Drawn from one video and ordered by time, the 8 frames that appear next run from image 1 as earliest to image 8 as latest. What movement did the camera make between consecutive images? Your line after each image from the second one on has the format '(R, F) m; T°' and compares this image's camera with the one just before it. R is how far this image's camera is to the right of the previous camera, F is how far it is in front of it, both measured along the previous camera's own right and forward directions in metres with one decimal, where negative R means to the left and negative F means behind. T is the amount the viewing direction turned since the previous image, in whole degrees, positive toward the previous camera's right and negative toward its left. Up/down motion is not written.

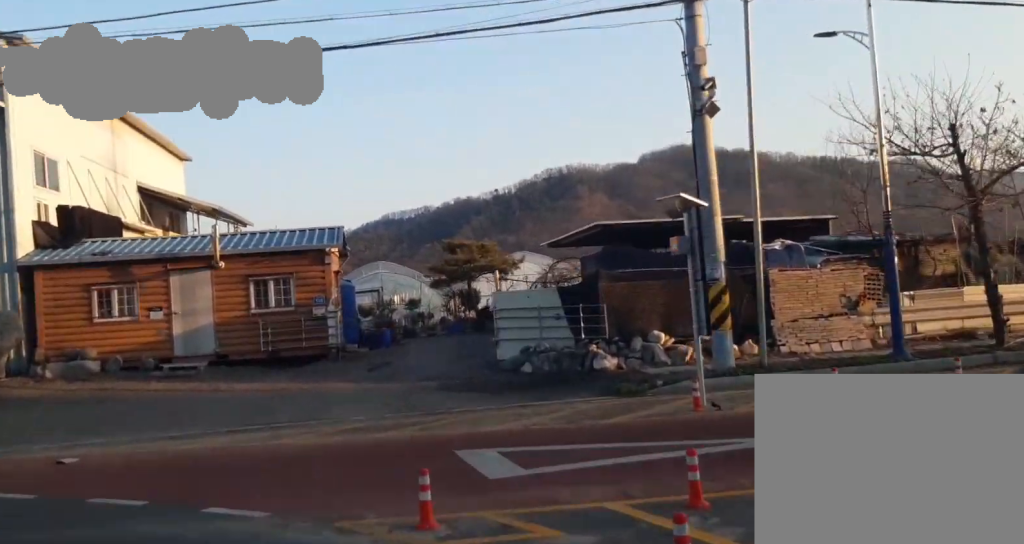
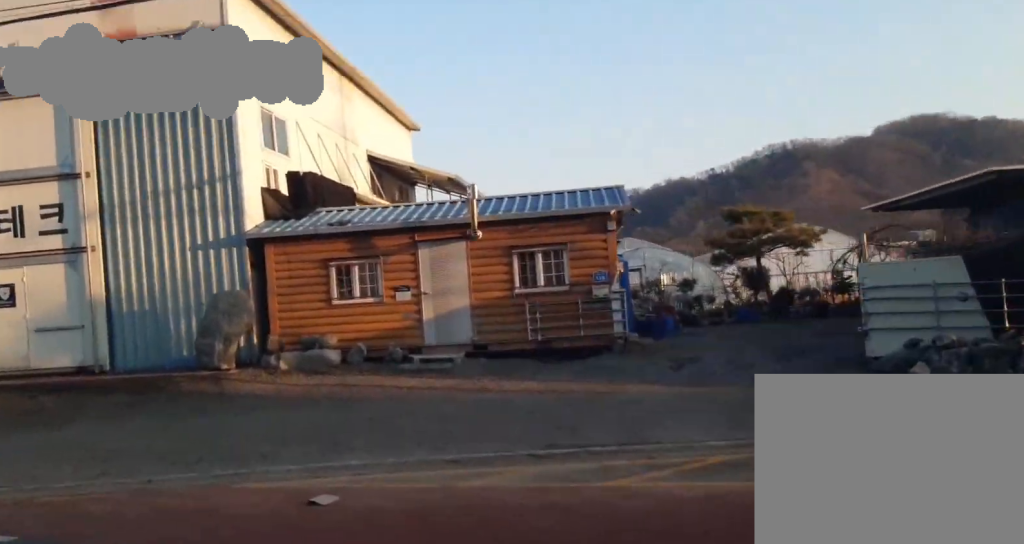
(-0.8, +4.7) m; -10°
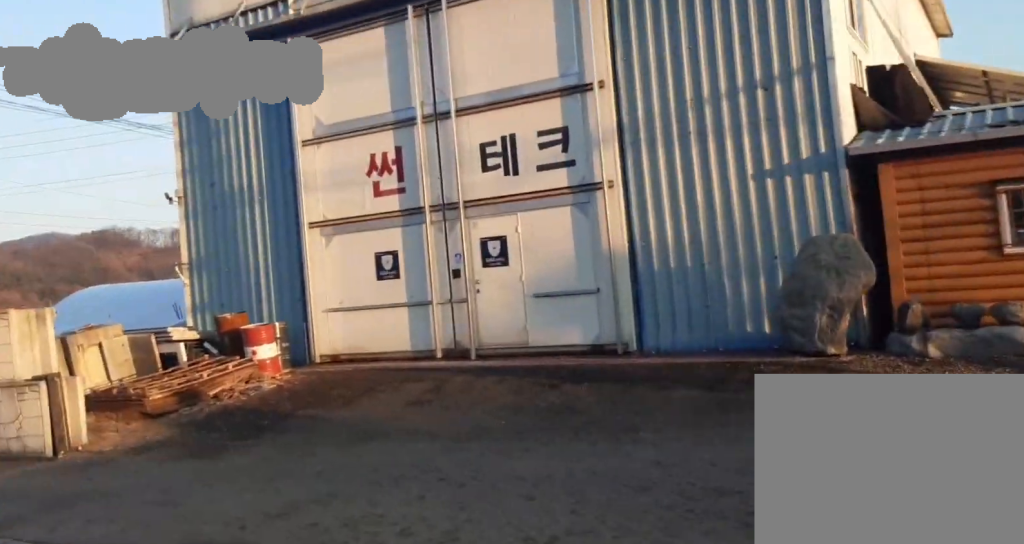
(-0.8, +6.0) m; -16°
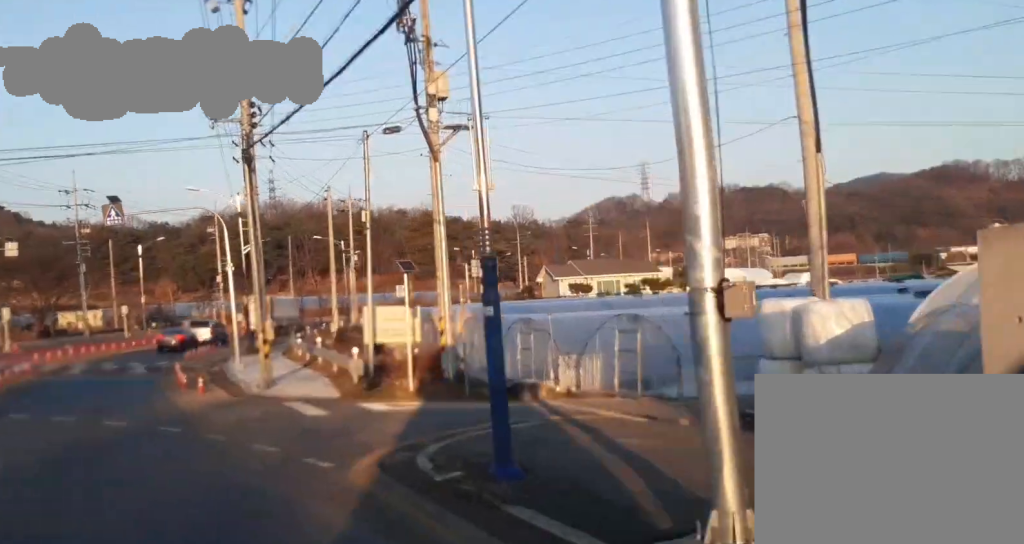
(-3.5, +9.6) m; -42°
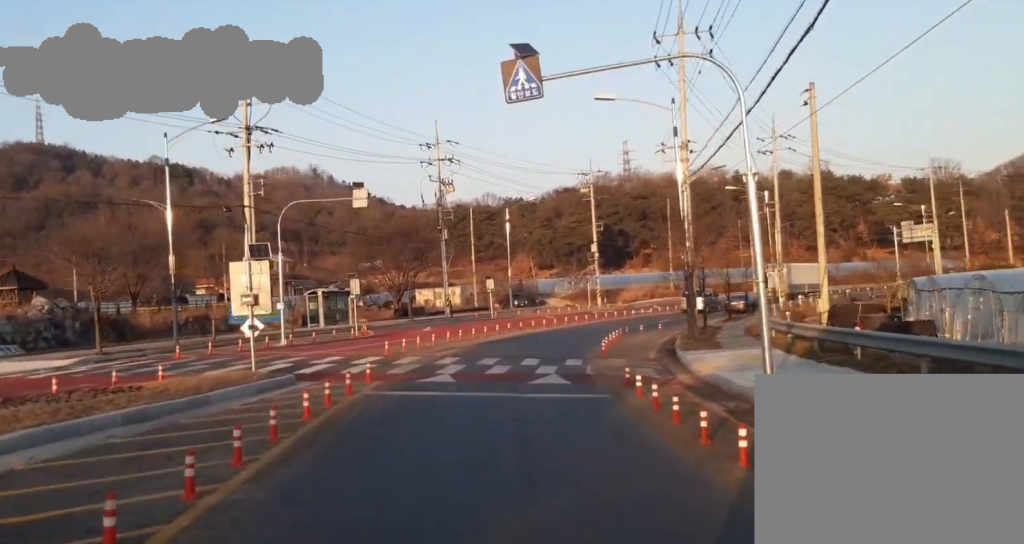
(-5.4, +17.7) m; -24°
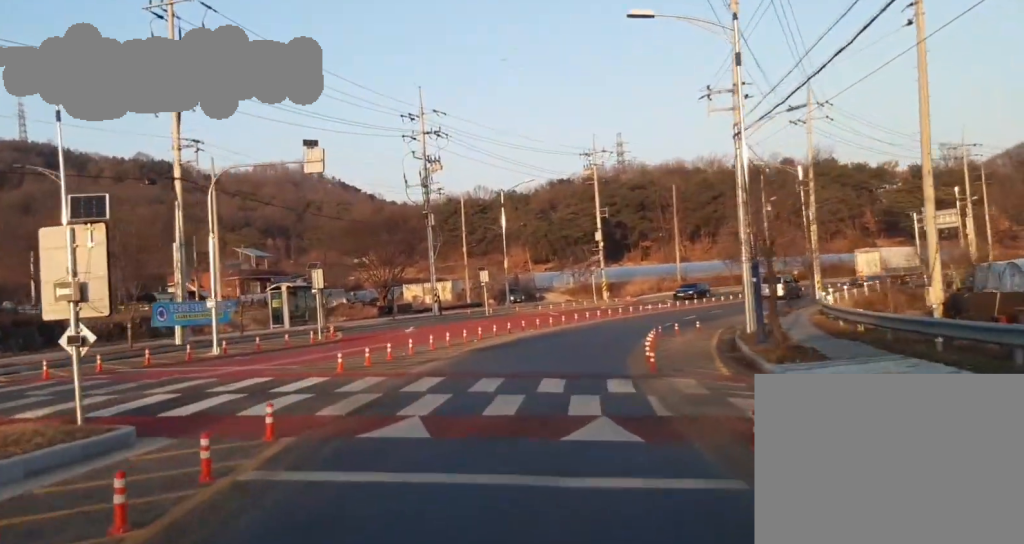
(-0.9, +9.4) m; -2°
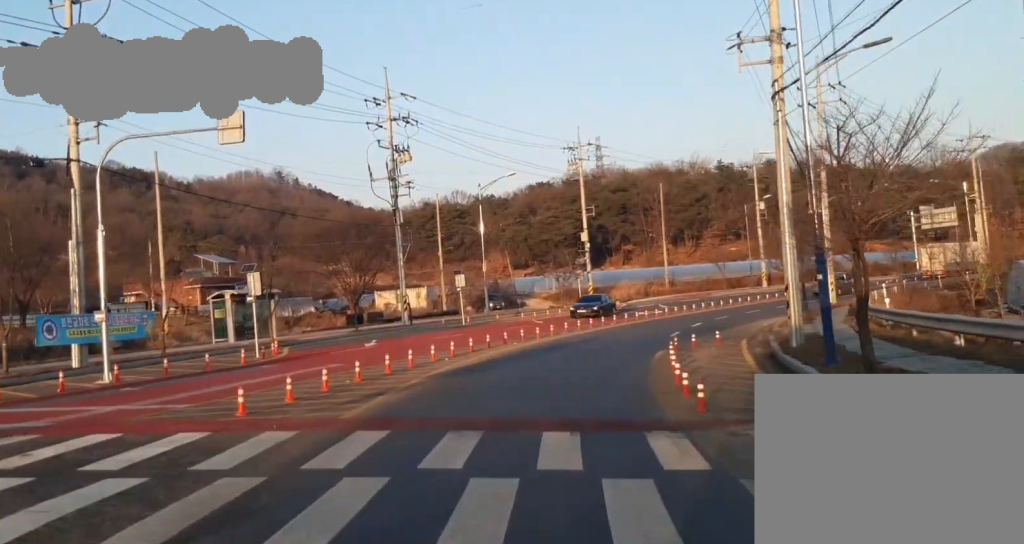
(+0.5, +7.4) m; +4°
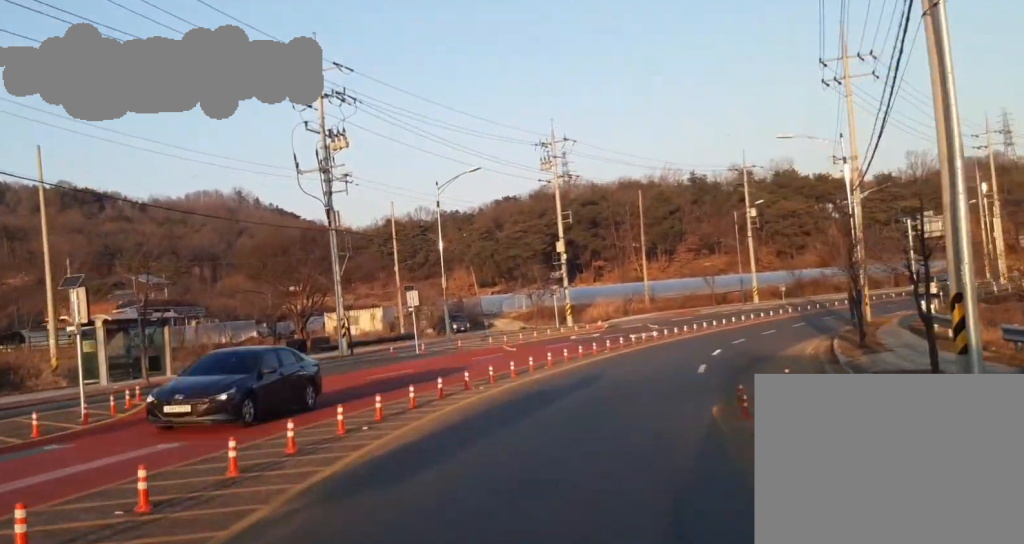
(+0.2, +12.2) m; +2°
